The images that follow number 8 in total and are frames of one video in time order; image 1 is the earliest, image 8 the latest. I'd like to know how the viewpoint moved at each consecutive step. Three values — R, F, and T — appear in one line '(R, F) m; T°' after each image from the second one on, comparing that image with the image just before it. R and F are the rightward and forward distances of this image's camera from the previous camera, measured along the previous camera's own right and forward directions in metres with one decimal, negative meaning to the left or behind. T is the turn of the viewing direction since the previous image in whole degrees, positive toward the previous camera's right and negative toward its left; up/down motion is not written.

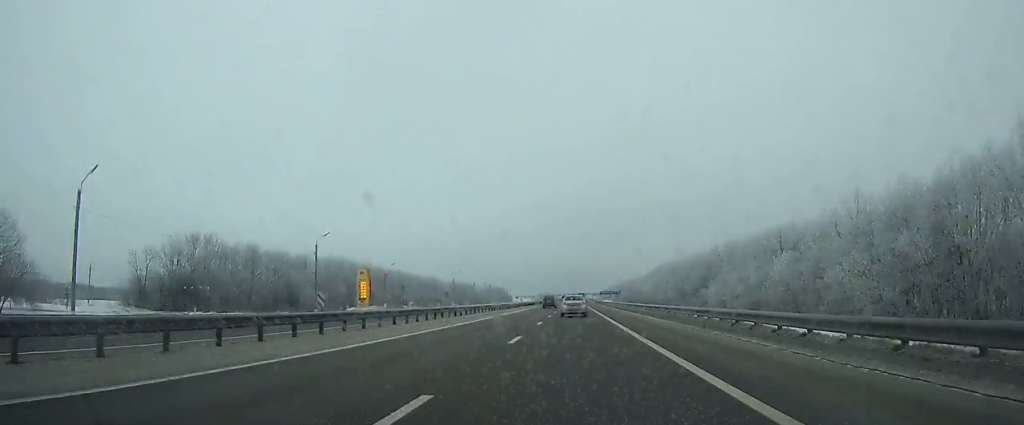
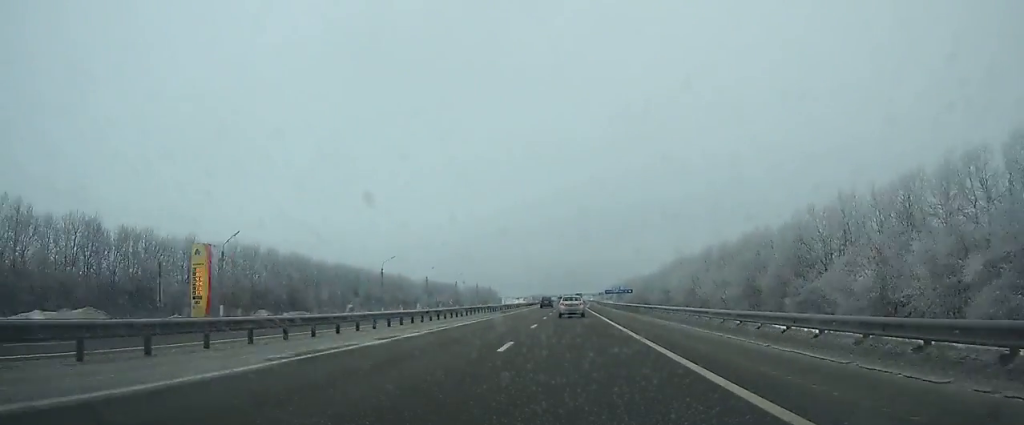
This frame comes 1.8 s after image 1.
(+0.2, +53.7) m; 0°
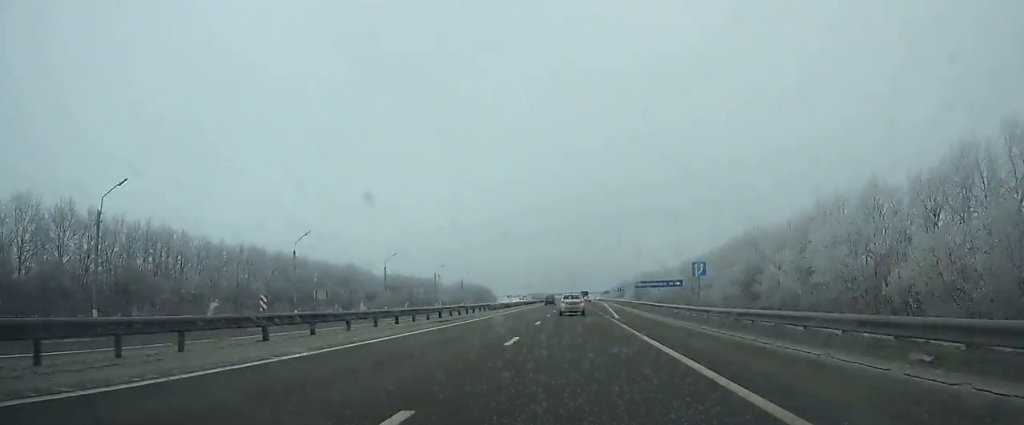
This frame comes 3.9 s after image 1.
(+0.1, +63.4) m; 0°
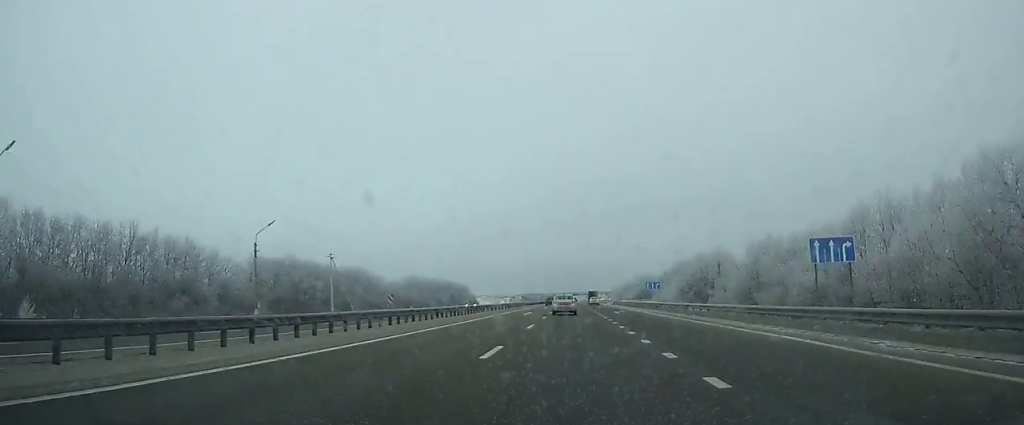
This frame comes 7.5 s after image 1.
(-0.2, +109.2) m; 0°
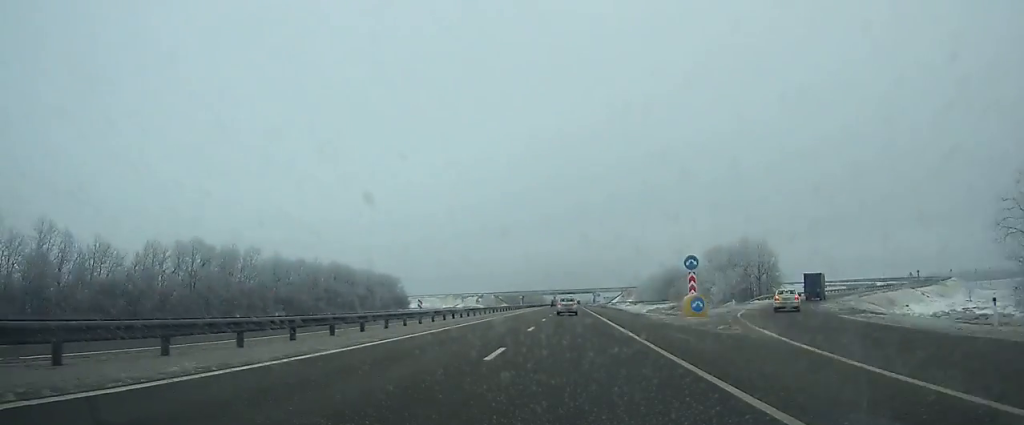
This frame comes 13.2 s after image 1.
(+0.3, +165.3) m; 0°
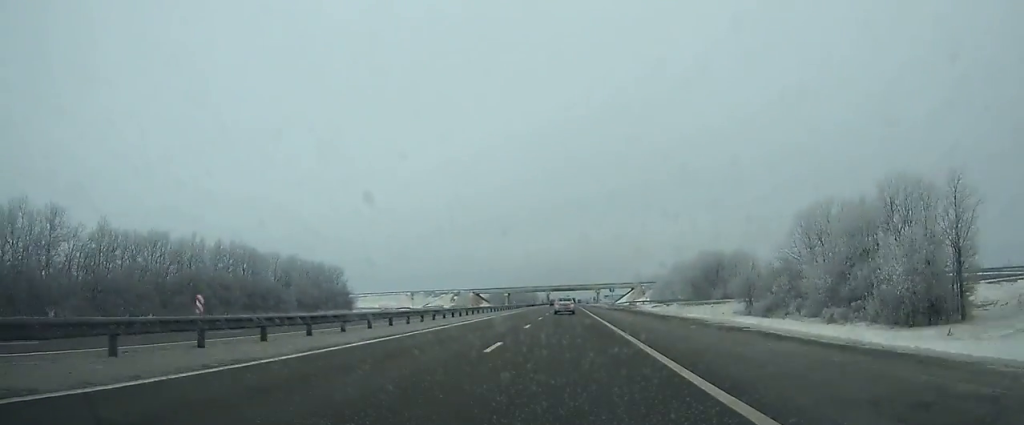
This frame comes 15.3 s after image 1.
(+0.1, +59.2) m; 0°
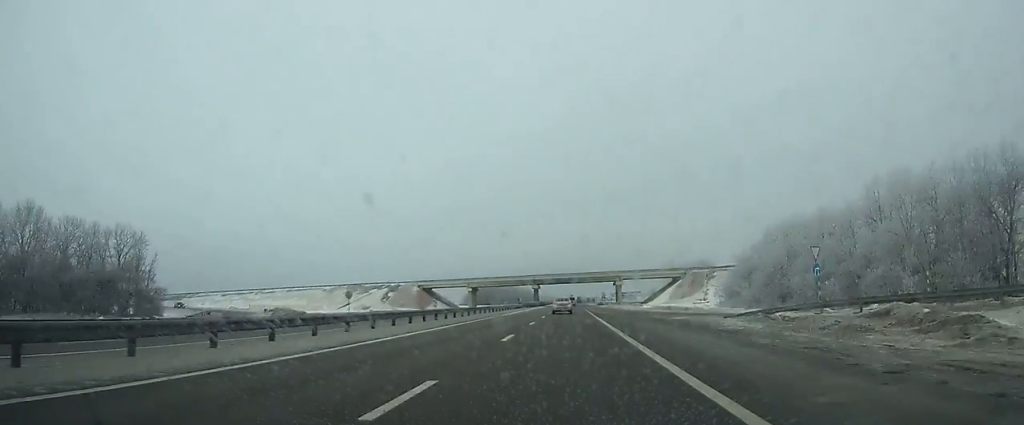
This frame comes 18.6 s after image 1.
(-0.1, +91.2) m; 0°
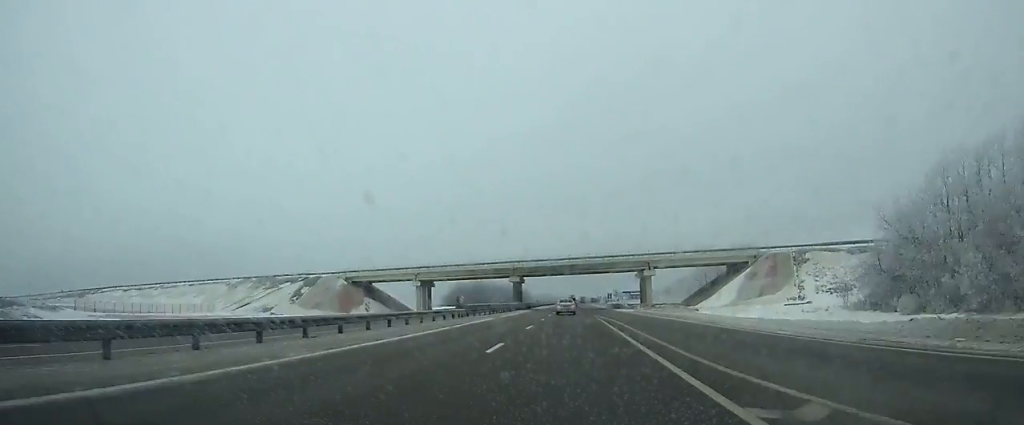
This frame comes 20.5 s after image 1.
(+0.2, +51.5) m; 0°
